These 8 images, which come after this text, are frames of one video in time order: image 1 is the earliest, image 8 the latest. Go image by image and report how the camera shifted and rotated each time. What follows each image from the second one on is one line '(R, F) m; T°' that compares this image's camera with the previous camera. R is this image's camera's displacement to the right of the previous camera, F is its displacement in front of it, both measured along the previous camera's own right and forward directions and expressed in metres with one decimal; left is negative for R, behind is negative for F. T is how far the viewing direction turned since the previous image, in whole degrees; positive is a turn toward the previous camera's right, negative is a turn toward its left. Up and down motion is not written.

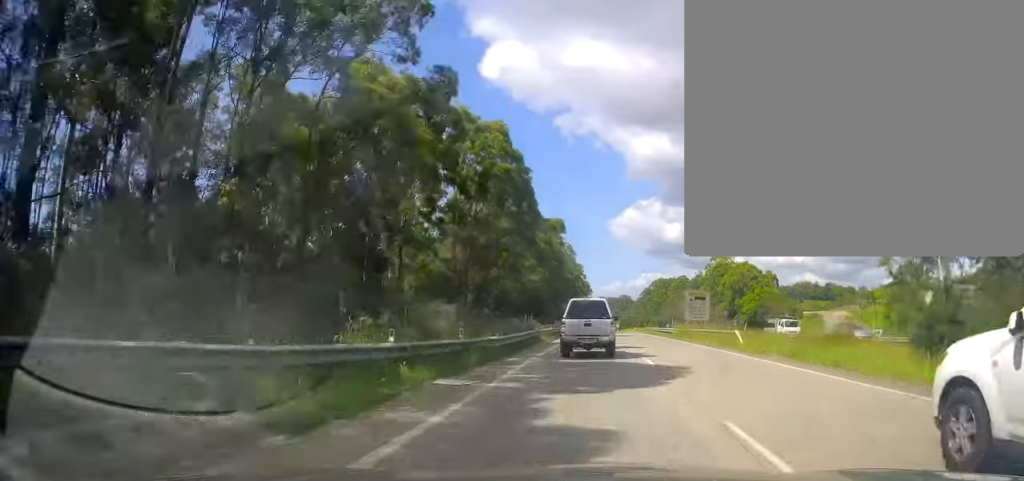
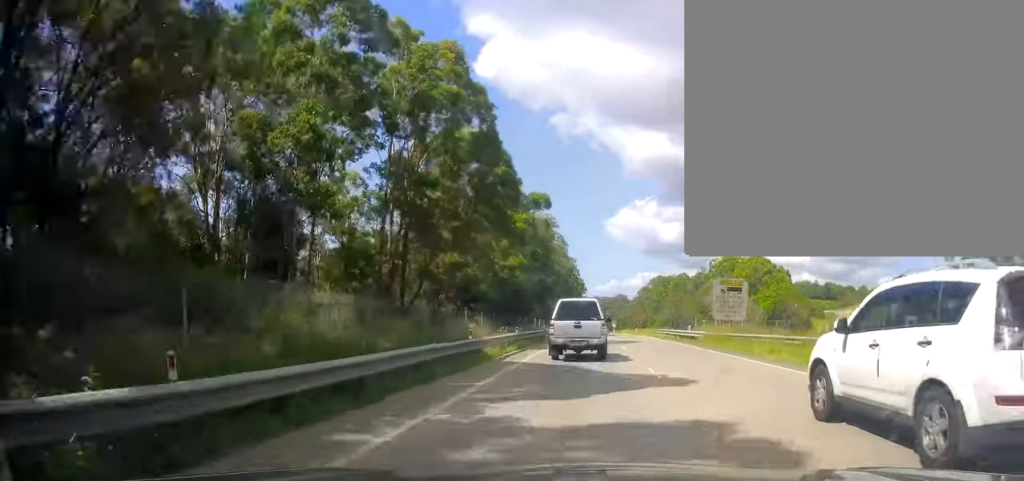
(0.0, +15.4) m; -1°
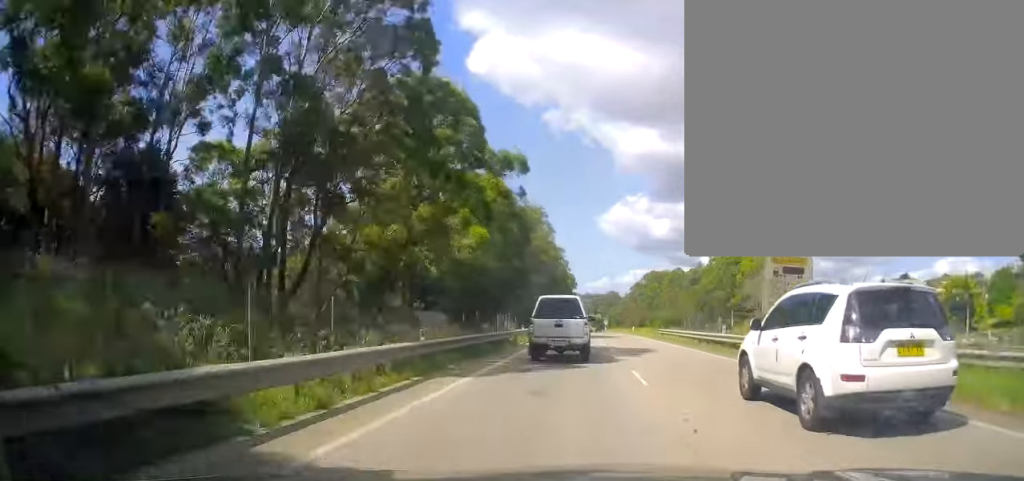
(-0.4, +13.0) m; -1°
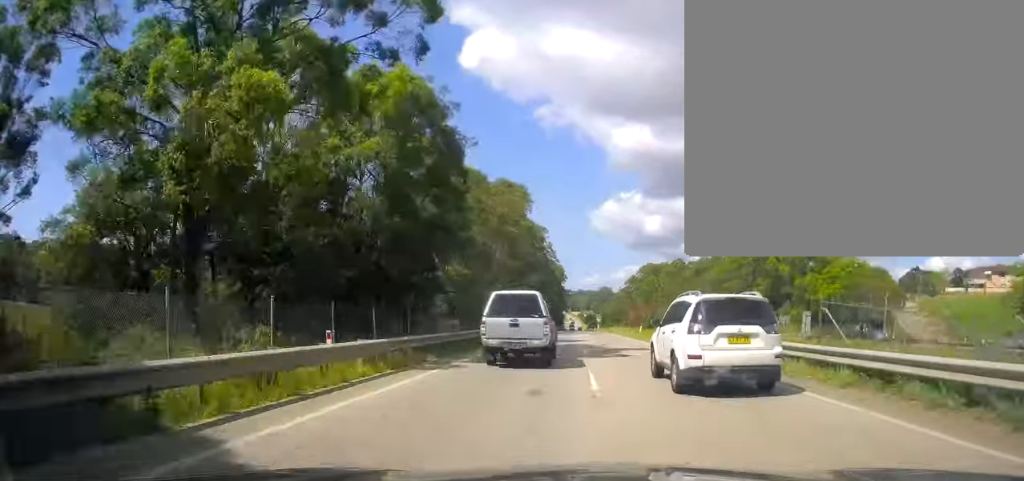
(+0.2, +24.6) m; +2°
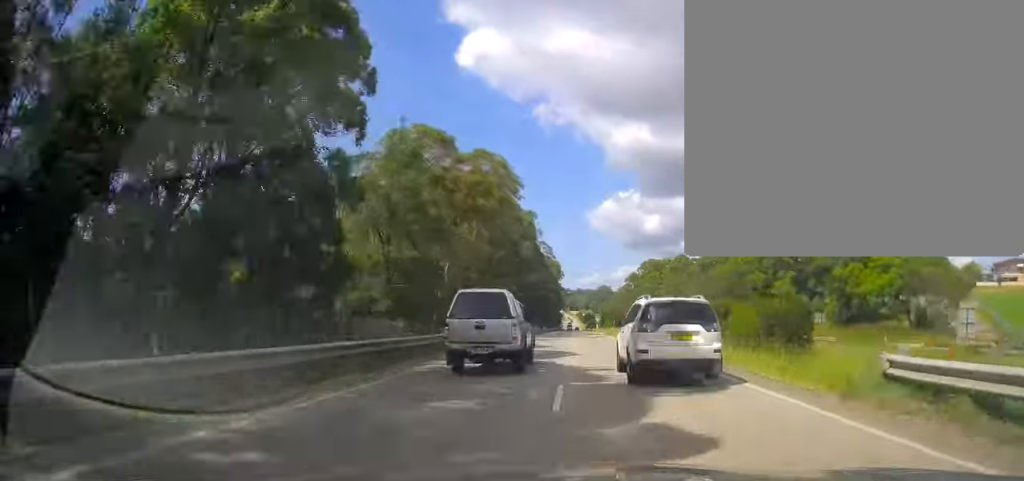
(+0.2, +14.1) m; +1°
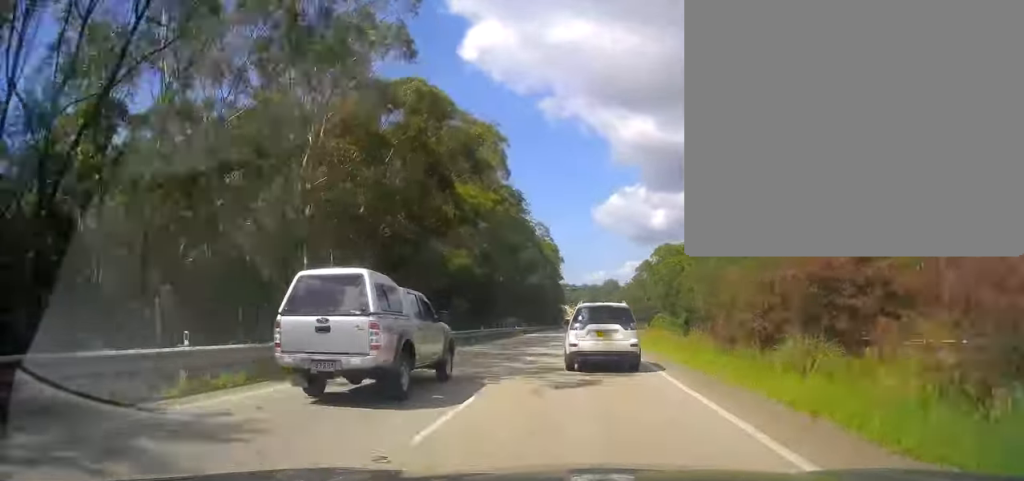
(+0.7, +36.8) m; -1°
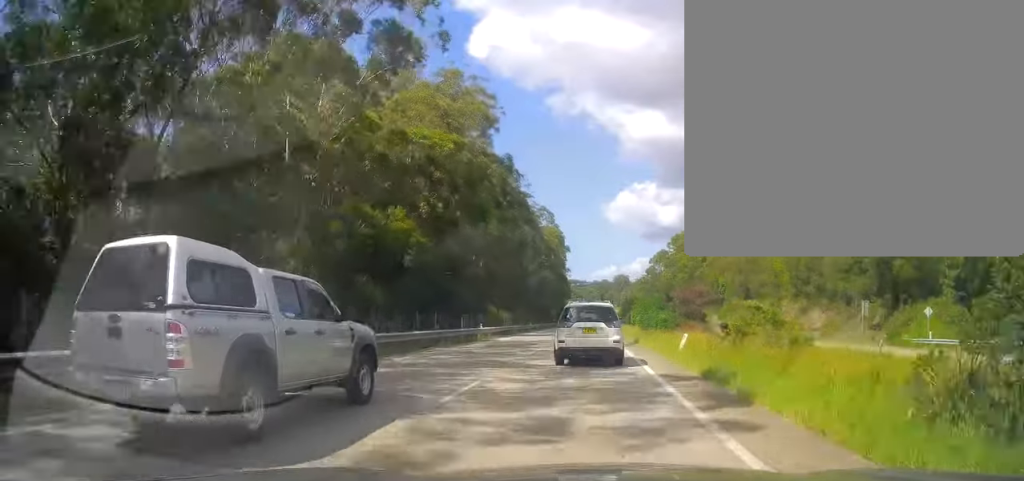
(-0.9, +20.8) m; 0°
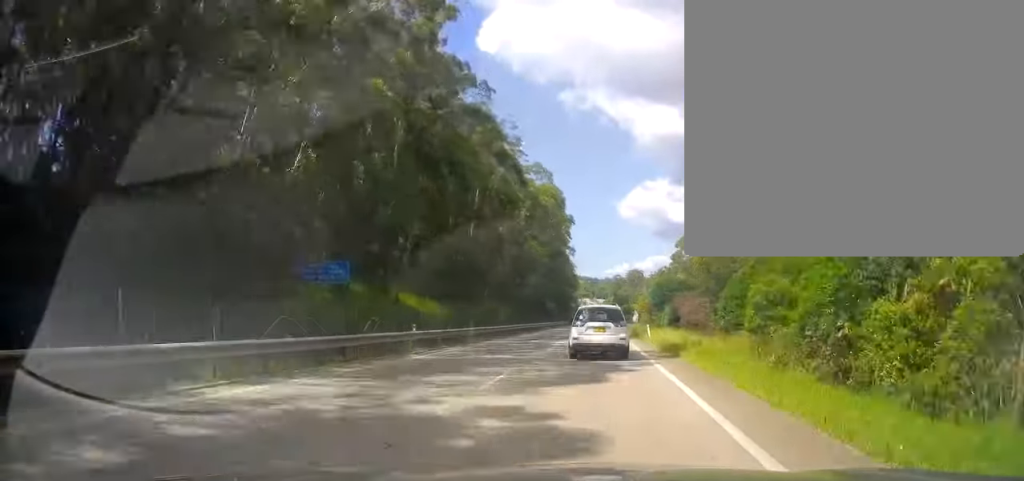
(+0.5, +45.7) m; -1°
